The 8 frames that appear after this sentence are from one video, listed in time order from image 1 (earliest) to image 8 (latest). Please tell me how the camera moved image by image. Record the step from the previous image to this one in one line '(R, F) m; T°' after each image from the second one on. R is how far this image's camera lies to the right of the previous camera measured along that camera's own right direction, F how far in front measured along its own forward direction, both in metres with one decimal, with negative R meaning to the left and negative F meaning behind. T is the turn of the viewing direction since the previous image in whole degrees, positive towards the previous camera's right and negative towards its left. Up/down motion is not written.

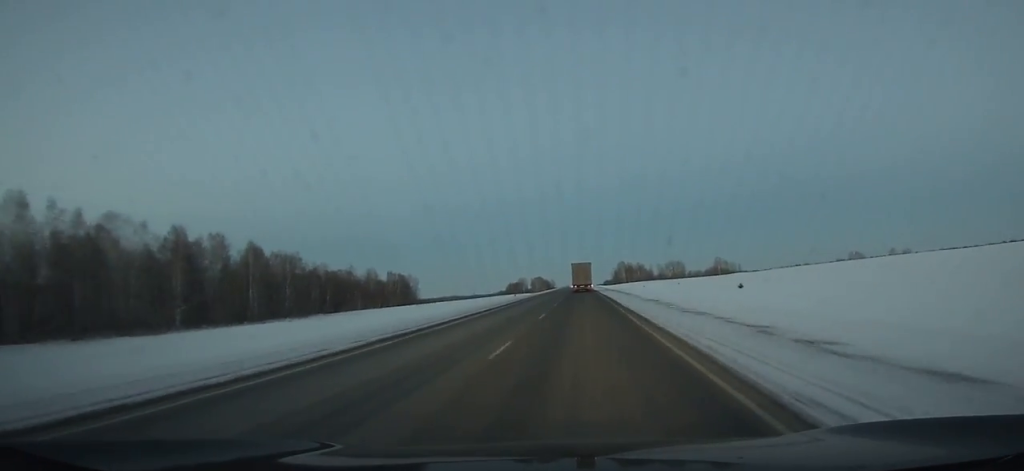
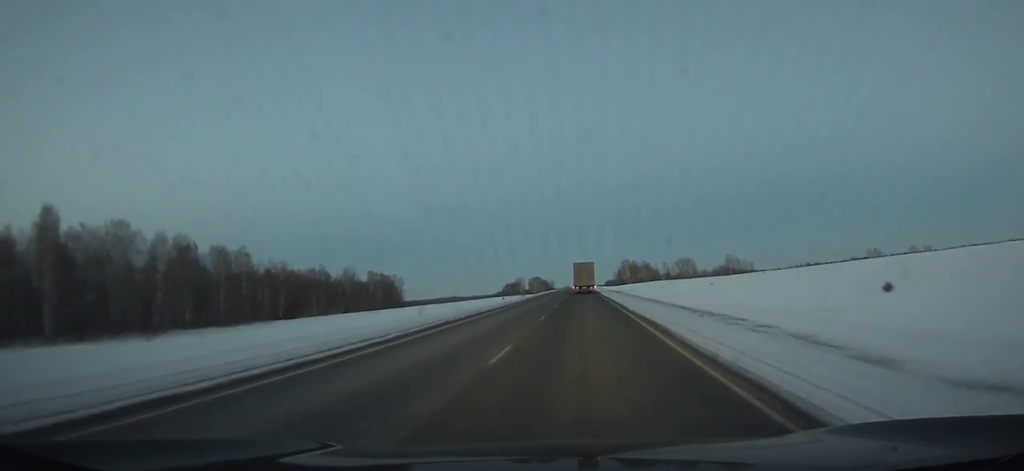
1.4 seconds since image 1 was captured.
(-0.1, +36.4) m; 0°
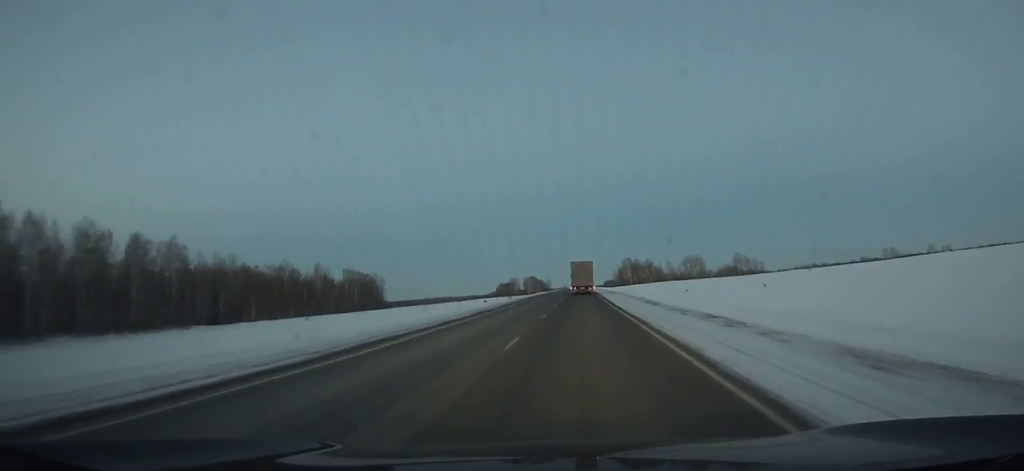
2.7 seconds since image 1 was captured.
(0.0, +33.6) m; 0°
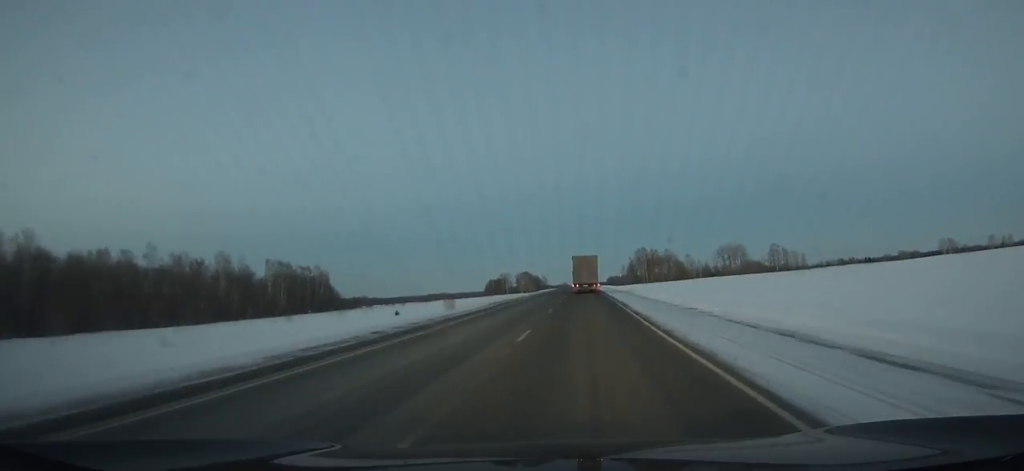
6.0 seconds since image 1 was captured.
(+0.2, +84.5) m; 0°
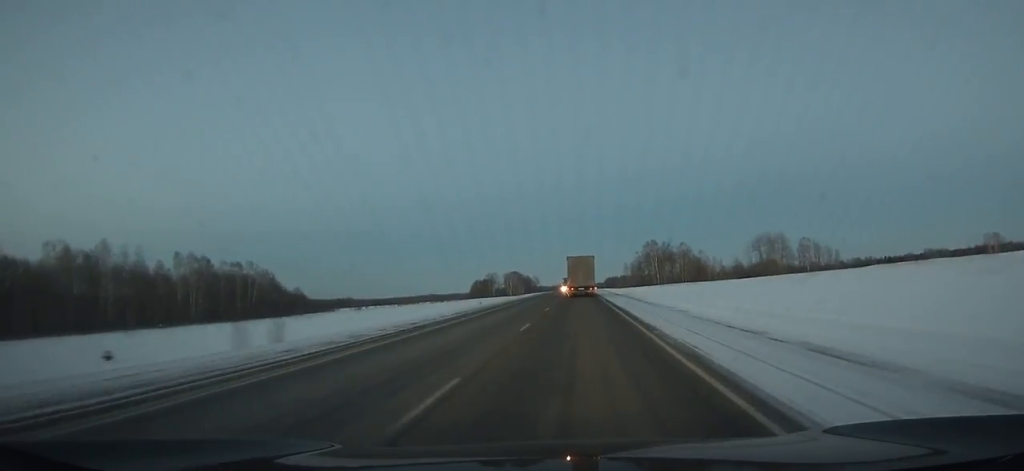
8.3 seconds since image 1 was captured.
(+0.2, +57.9) m; 0°
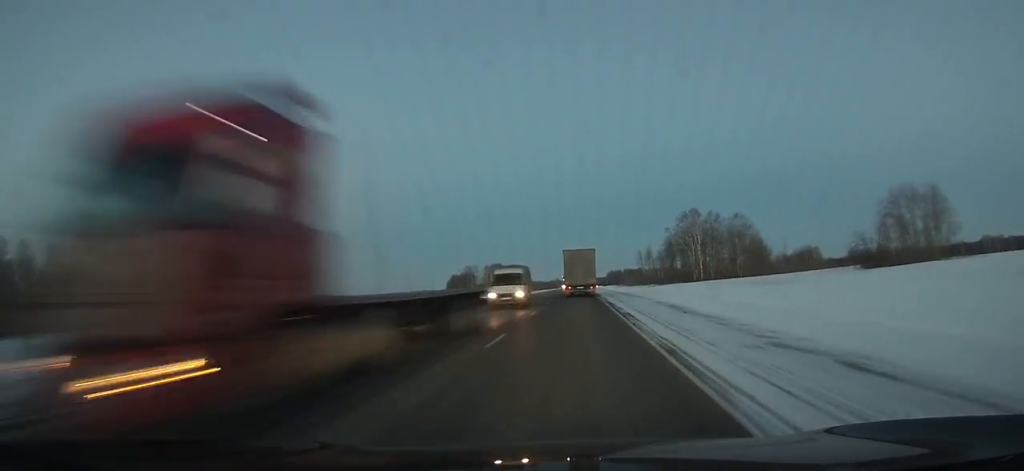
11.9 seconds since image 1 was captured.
(+0.1, +89.4) m; 0°
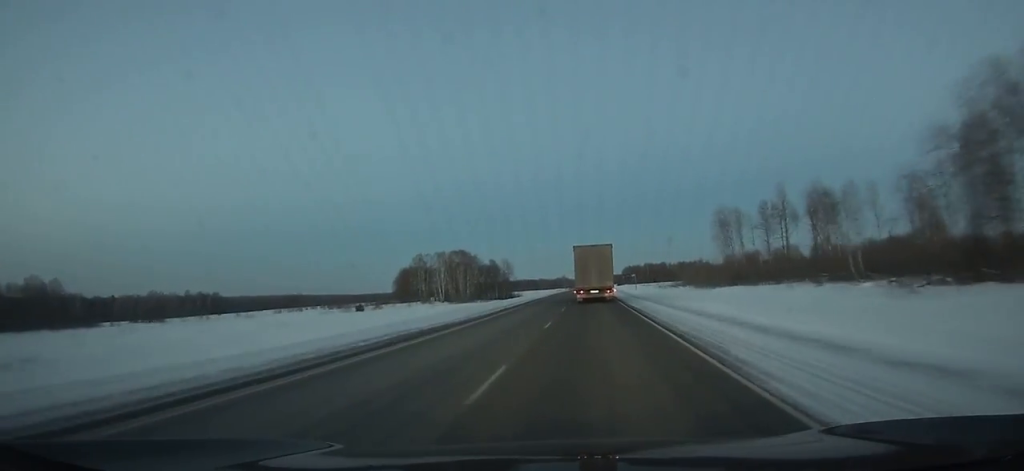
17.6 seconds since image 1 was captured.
(-1.0, +141.4) m; -1°
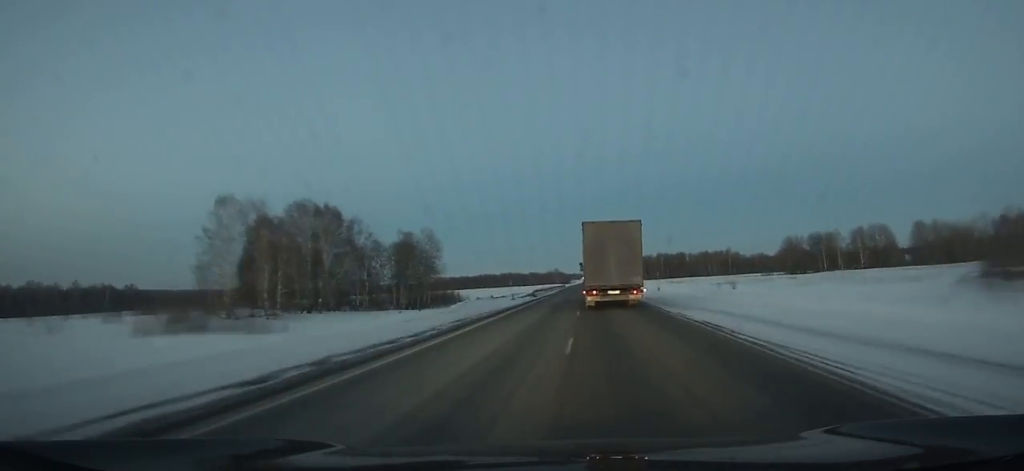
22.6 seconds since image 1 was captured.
(-0.1, +128.2) m; 0°
